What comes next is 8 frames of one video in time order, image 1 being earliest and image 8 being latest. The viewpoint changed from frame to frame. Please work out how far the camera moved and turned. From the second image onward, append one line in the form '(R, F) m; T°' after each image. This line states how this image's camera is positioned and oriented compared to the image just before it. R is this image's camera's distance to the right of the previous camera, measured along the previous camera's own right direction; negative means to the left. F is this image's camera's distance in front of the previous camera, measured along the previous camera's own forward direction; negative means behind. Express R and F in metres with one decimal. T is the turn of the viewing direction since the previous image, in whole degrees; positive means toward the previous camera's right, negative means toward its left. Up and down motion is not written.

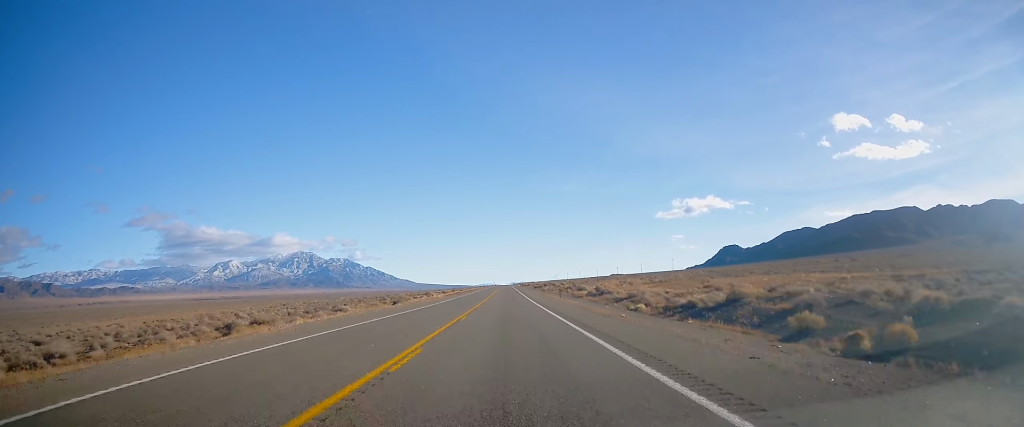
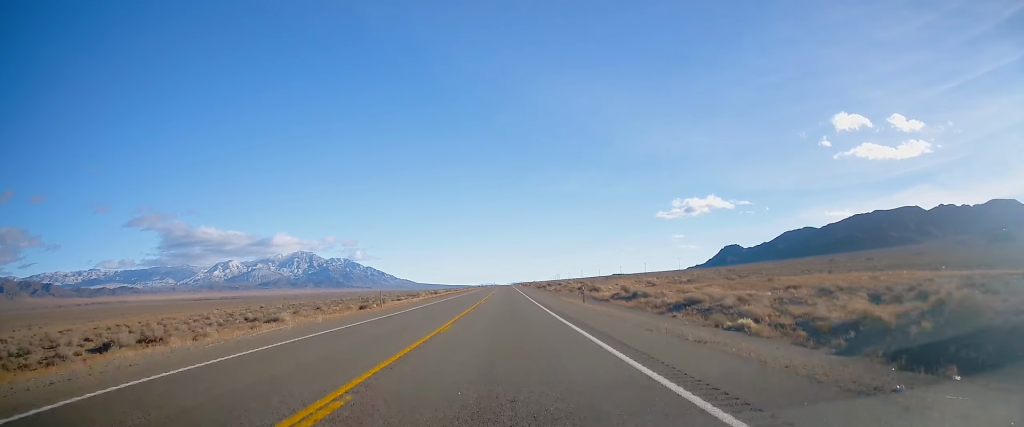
(+0.3, +17.4) m; 0°
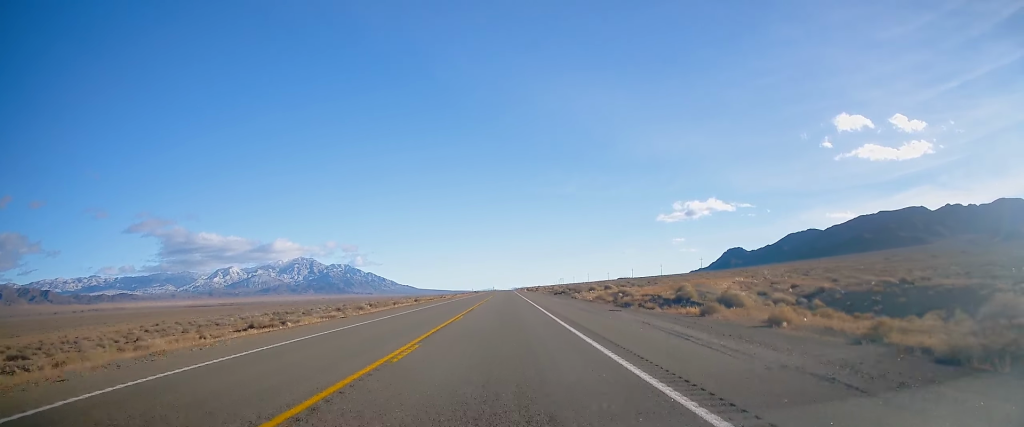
(-0.3, +55.2) m; 0°
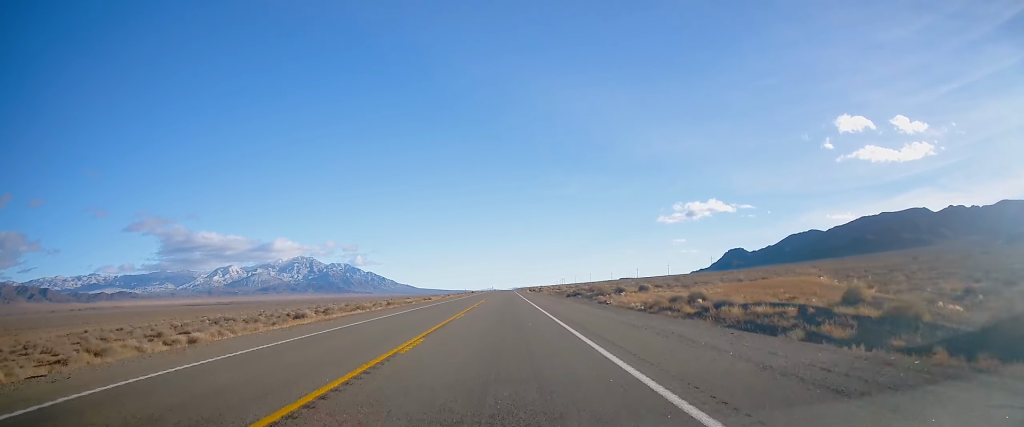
(+0.2, +23.6) m; 0°
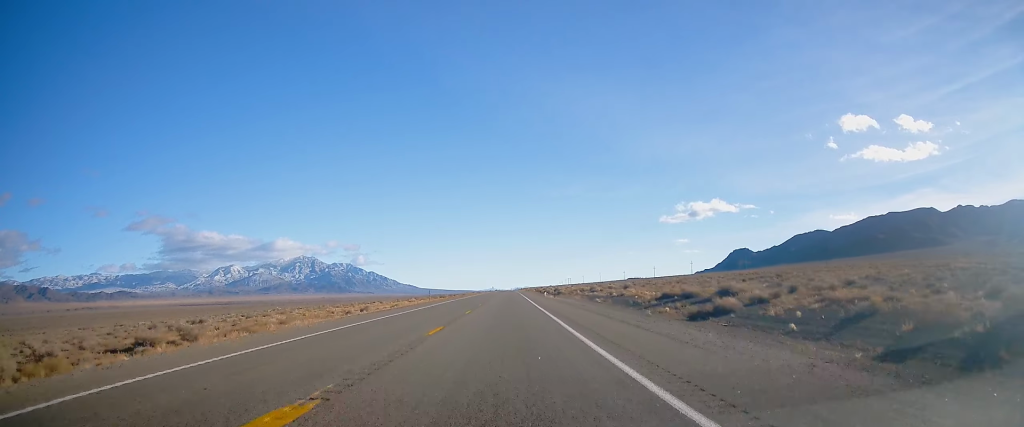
(+0.1, +56.6) m; 0°
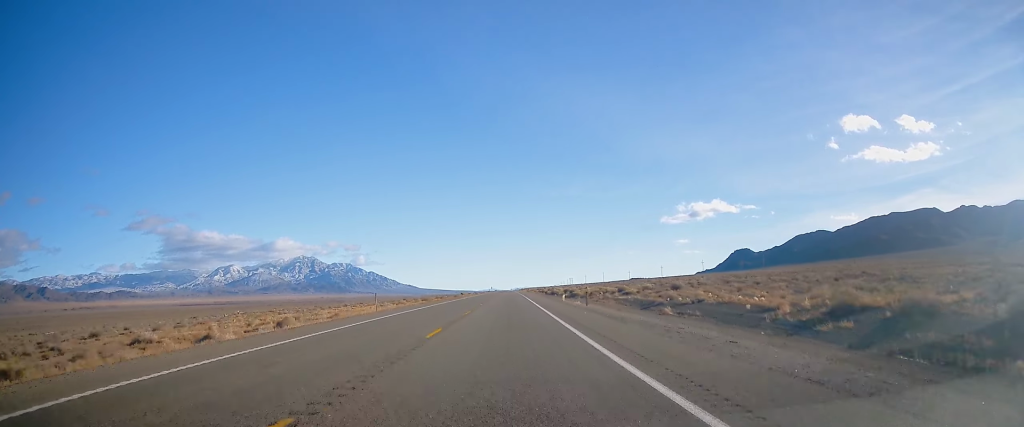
(0.0, +25.6) m; 0°
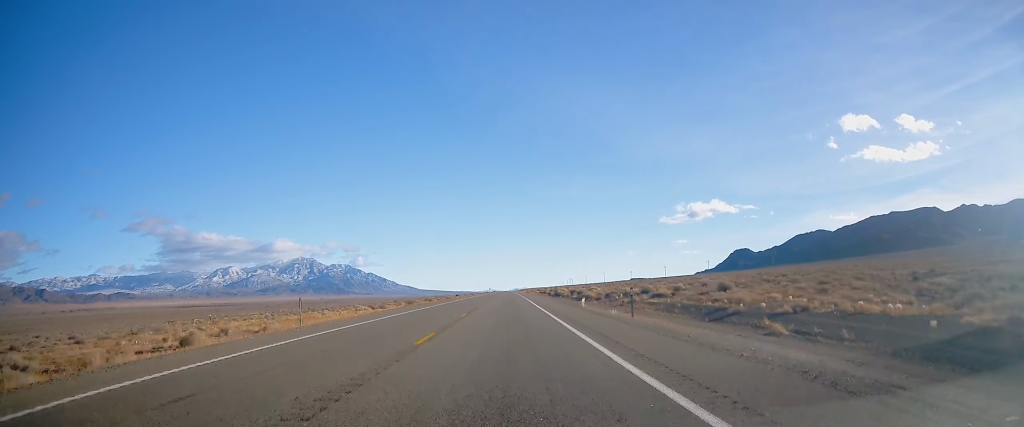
(-0.1, +14.0) m; 0°
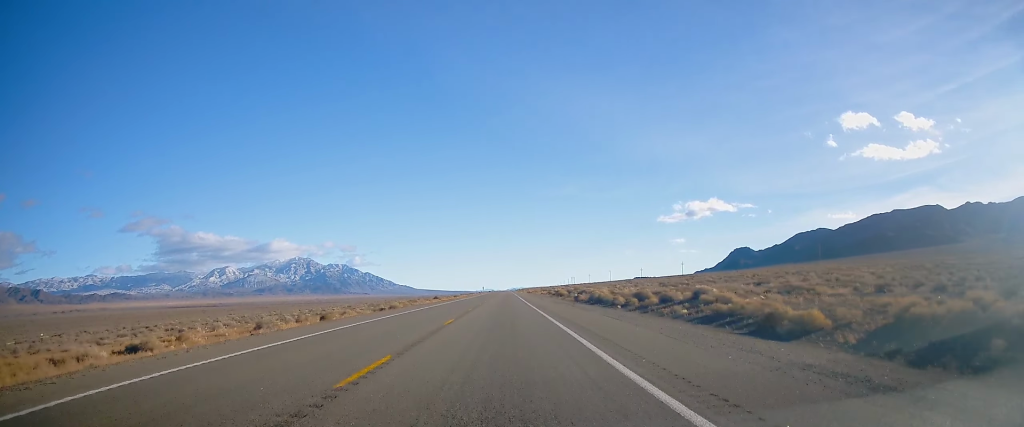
(0.0, +54.2) m; 0°
